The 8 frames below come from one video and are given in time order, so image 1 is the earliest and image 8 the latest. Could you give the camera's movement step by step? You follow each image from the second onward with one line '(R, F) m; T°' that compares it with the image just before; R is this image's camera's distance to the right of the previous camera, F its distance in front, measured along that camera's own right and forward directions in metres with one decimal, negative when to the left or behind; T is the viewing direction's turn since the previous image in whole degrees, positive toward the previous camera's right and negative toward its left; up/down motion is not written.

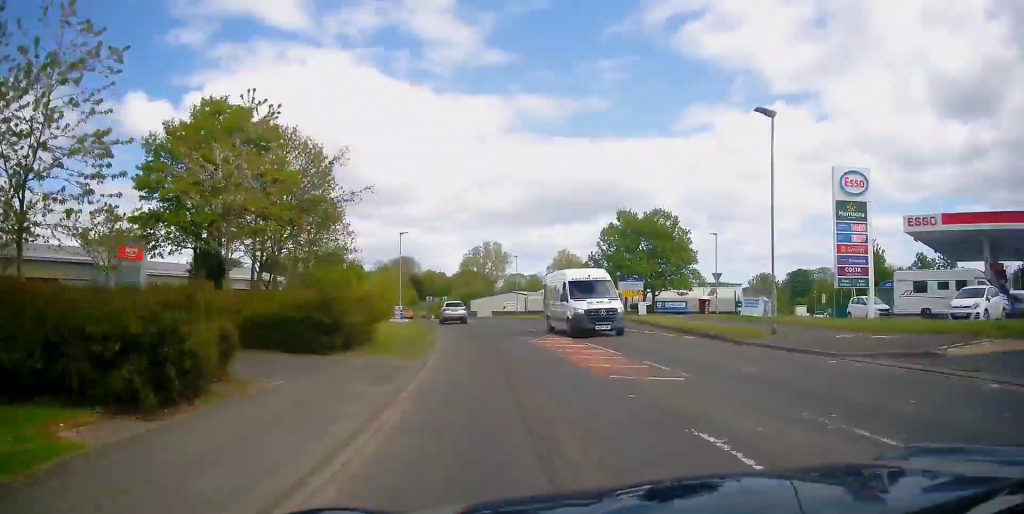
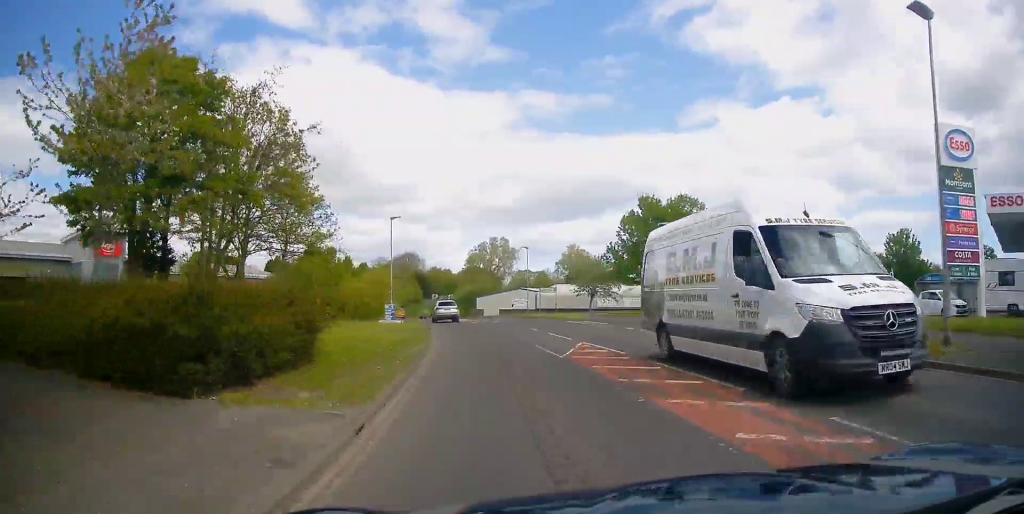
(-0.3, +6.5) m; -1°
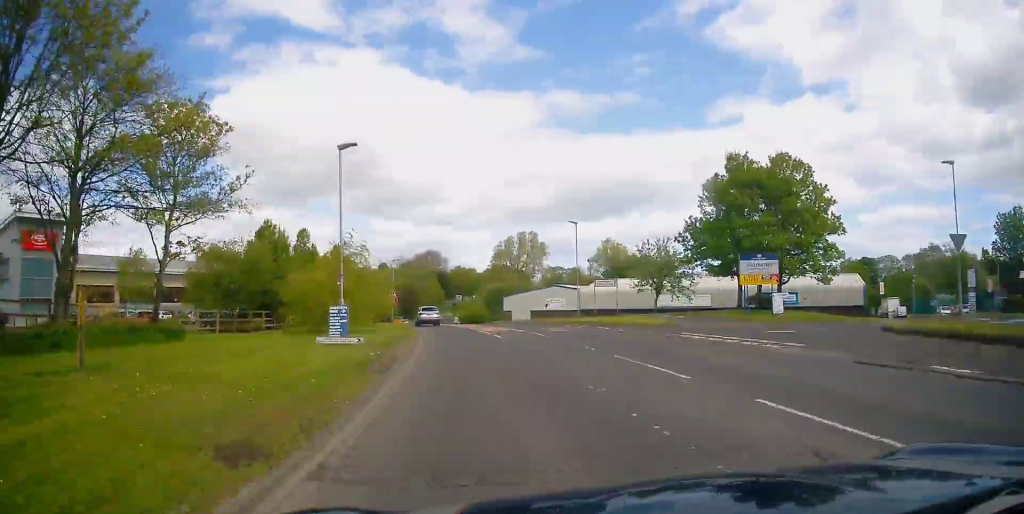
(-0.1, +17.1) m; -1°
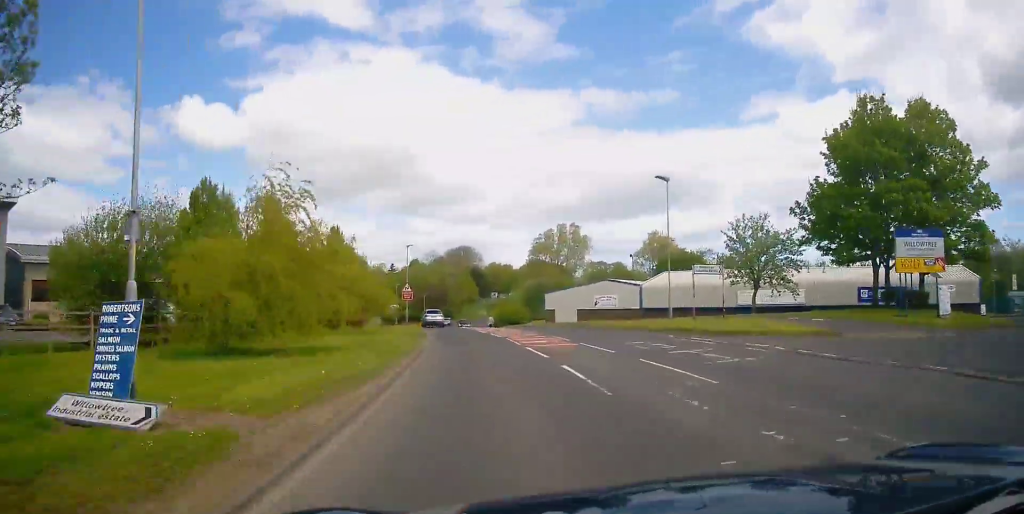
(-0.4, +12.5) m; -3°
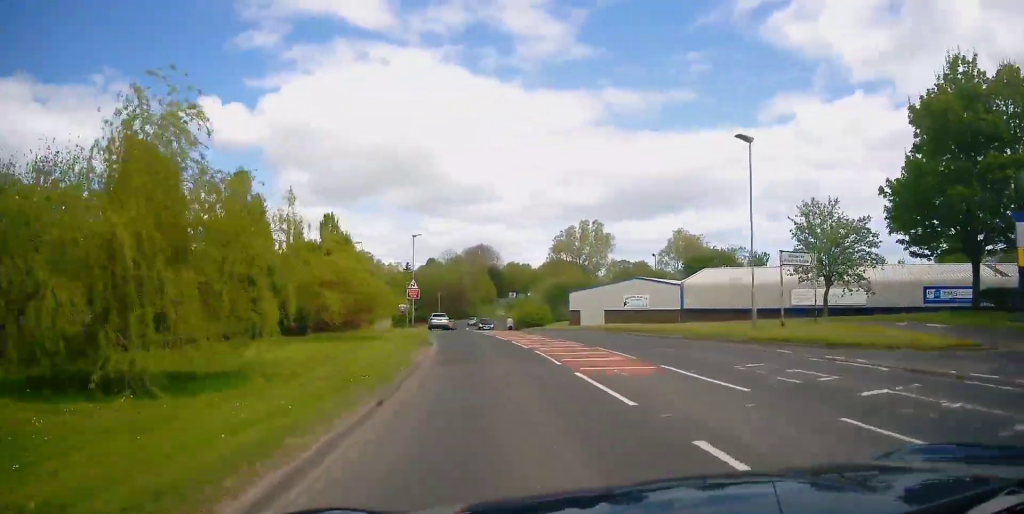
(-0.1, +6.6) m; -1°
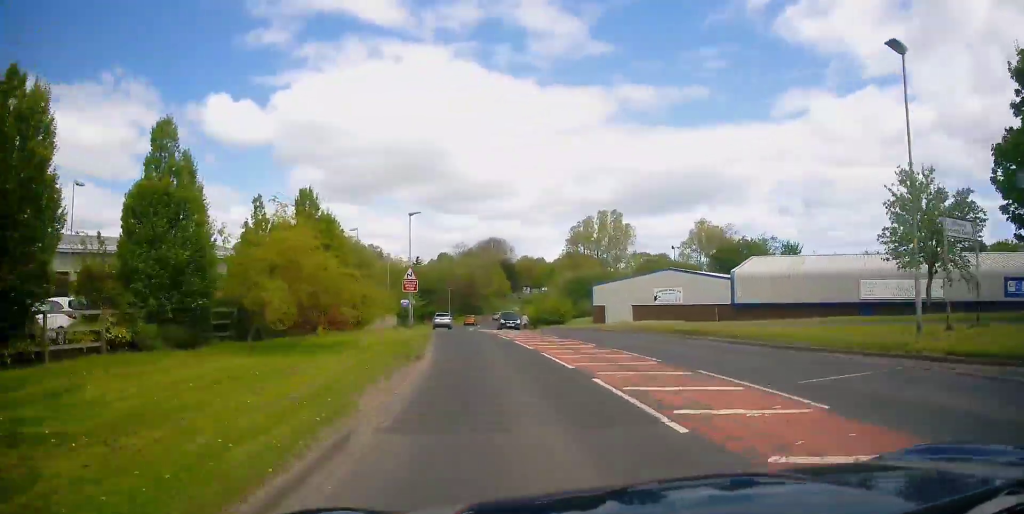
(+0.1, +7.1) m; -2°
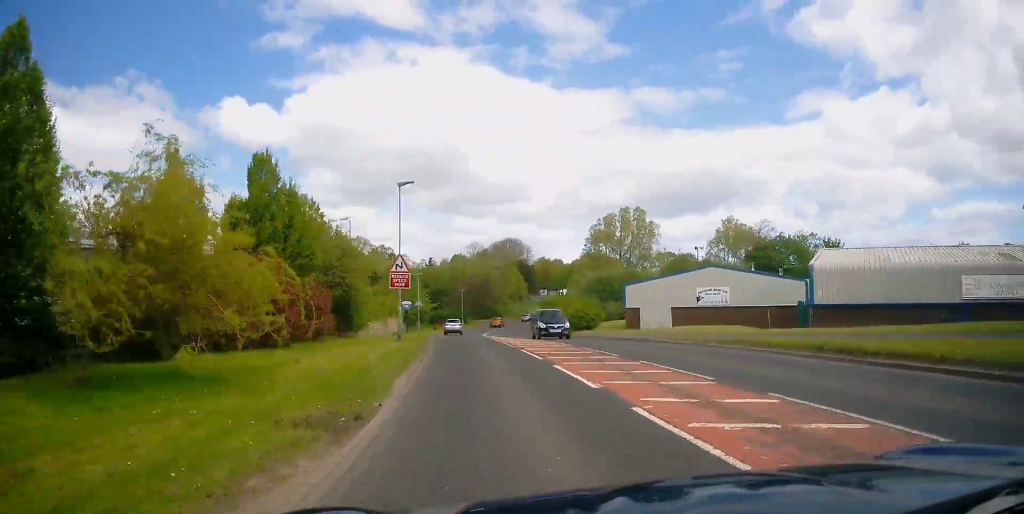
(-0.3, +8.2) m; -3°
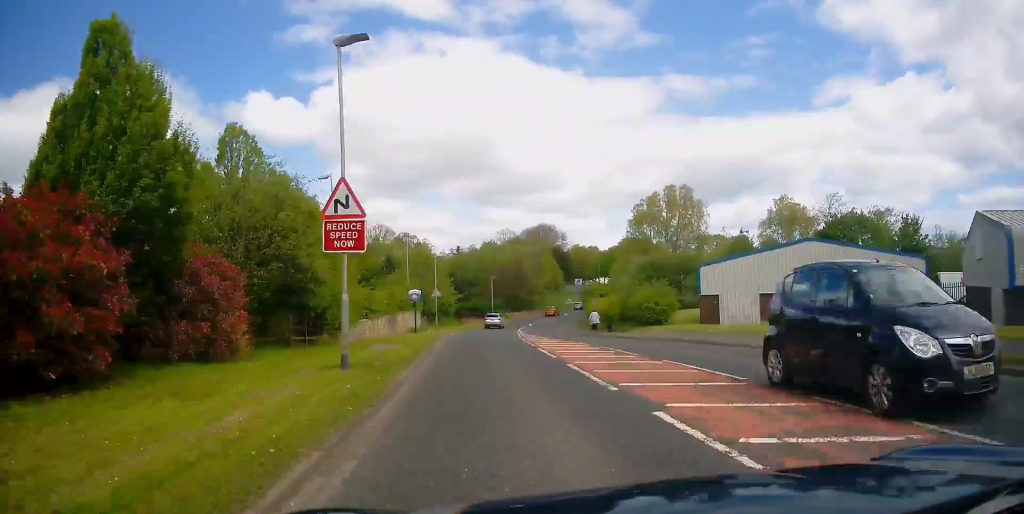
(-0.4, +12.7) m; -2°
